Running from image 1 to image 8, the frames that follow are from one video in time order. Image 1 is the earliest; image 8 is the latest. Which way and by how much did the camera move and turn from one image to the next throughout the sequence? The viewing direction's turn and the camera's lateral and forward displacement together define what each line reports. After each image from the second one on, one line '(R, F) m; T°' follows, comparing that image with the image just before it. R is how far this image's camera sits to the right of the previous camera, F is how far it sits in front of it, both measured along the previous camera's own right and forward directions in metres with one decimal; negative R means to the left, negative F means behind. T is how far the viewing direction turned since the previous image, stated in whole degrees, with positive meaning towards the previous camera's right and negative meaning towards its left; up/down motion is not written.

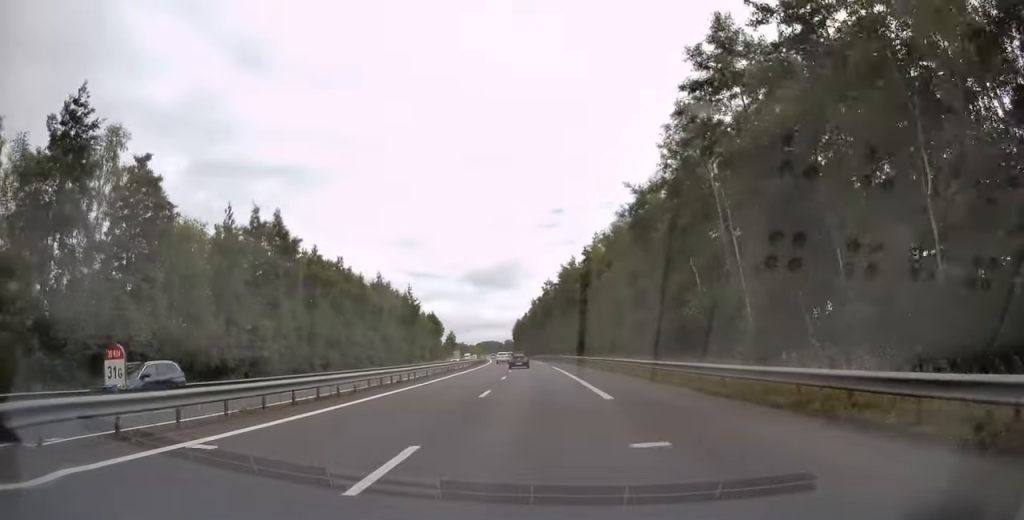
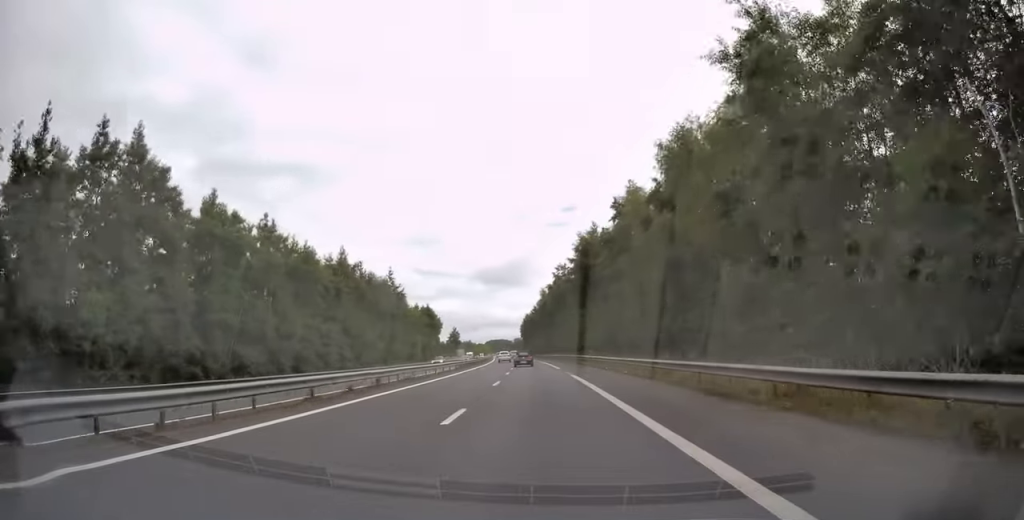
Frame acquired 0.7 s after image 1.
(+0.1, +20.7) m; -1°
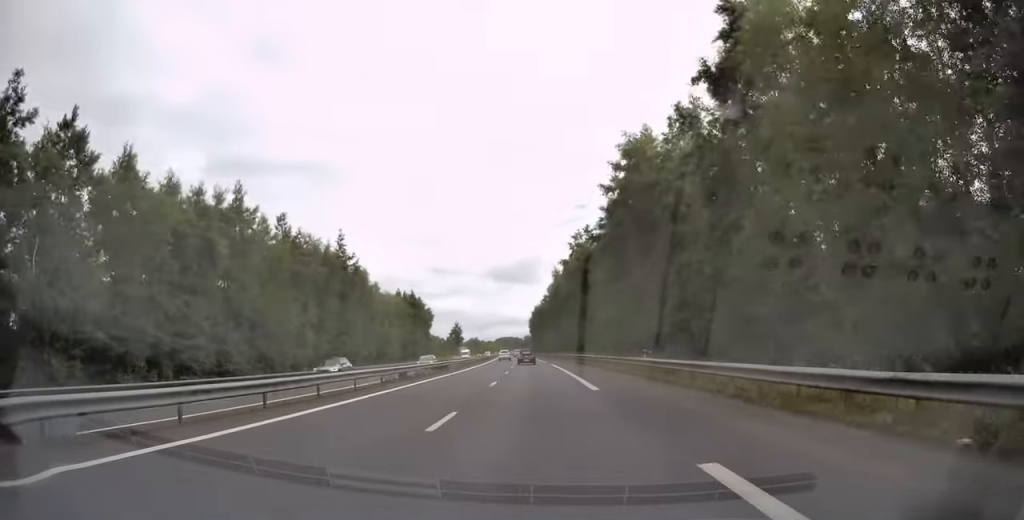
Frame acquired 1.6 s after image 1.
(-0.5, +27.5) m; -1°
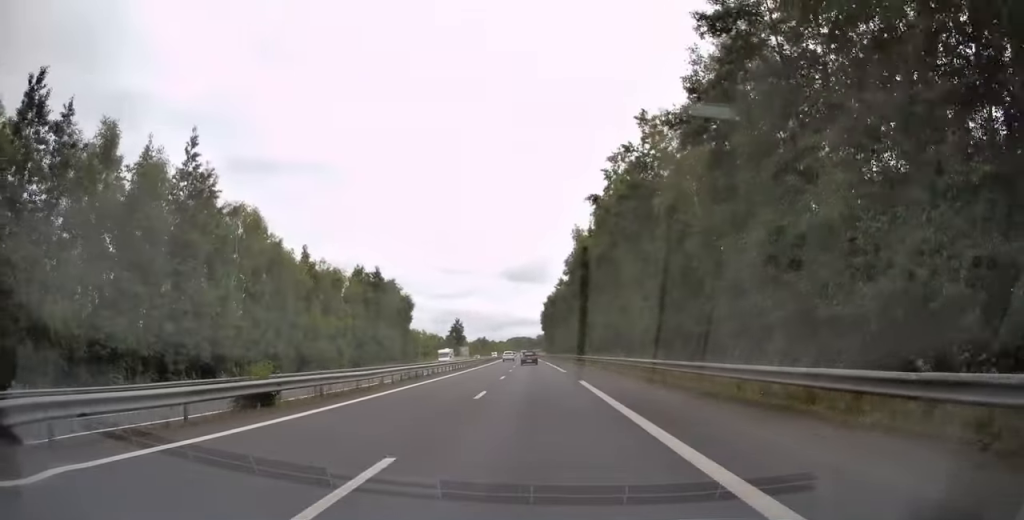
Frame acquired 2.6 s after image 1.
(-0.2, +32.0) m; -1°
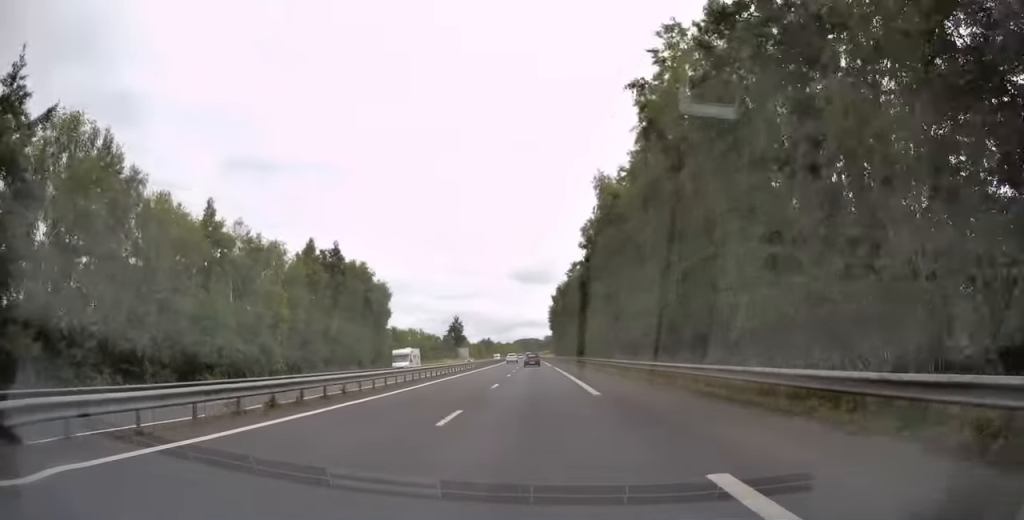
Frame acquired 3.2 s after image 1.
(-0.2, +19.6) m; -1°
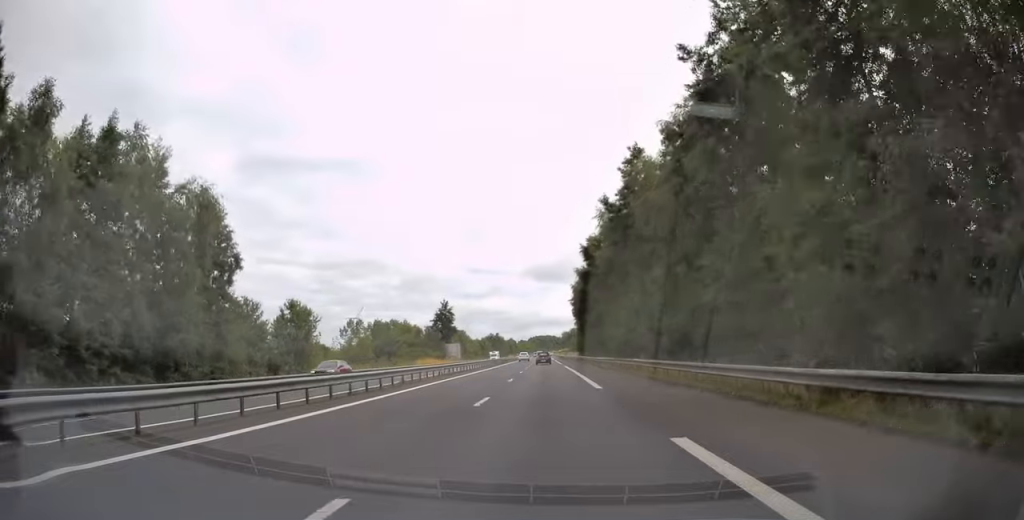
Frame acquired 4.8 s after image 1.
(-0.7, +48.5) m; -1°
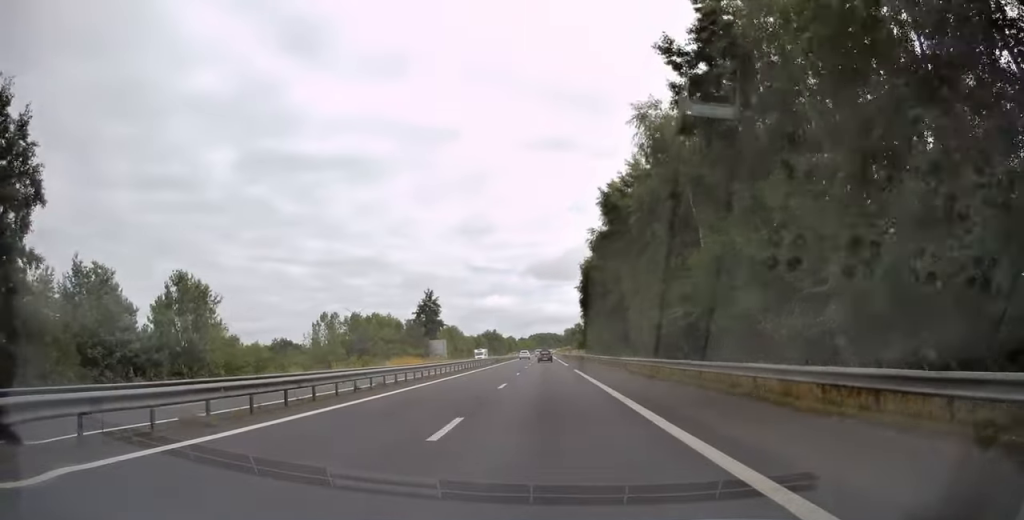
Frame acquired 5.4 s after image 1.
(0.0, +19.6) m; 0°
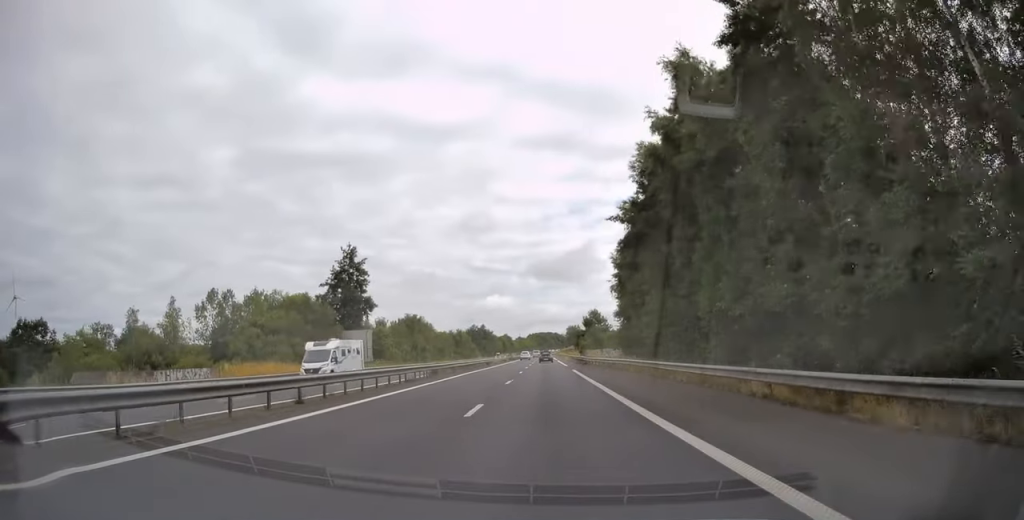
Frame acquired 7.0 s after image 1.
(-0.3, +49.0) m; -1°
